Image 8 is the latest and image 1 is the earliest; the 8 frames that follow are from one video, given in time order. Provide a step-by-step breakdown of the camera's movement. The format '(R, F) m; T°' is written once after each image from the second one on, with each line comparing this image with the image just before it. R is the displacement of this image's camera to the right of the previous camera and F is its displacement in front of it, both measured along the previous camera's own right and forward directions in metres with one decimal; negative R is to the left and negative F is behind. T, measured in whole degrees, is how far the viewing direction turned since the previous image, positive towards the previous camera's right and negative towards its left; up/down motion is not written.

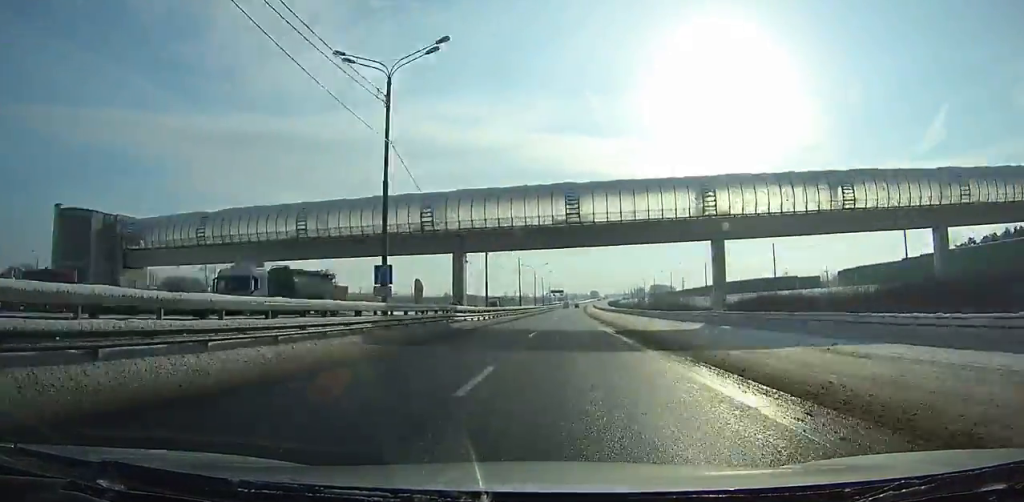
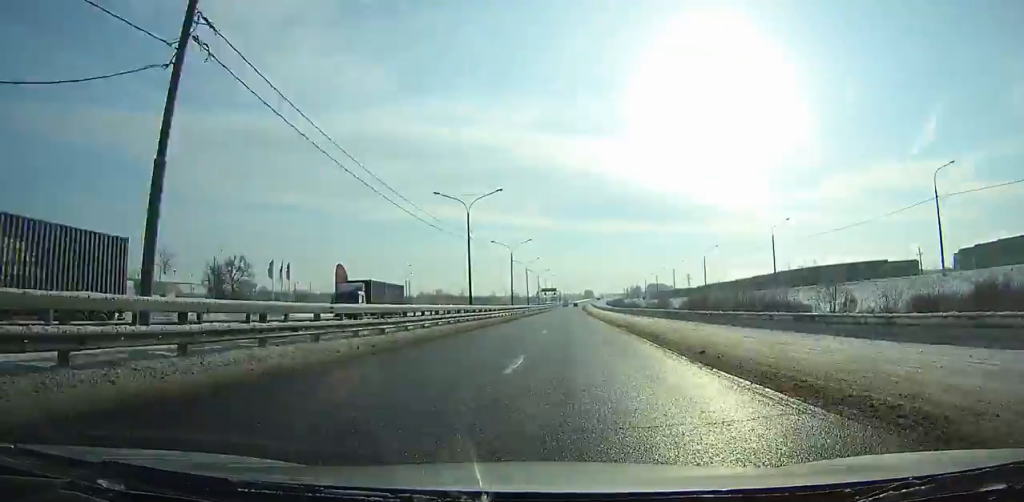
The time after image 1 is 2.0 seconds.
(+0.1, +51.4) m; 0°
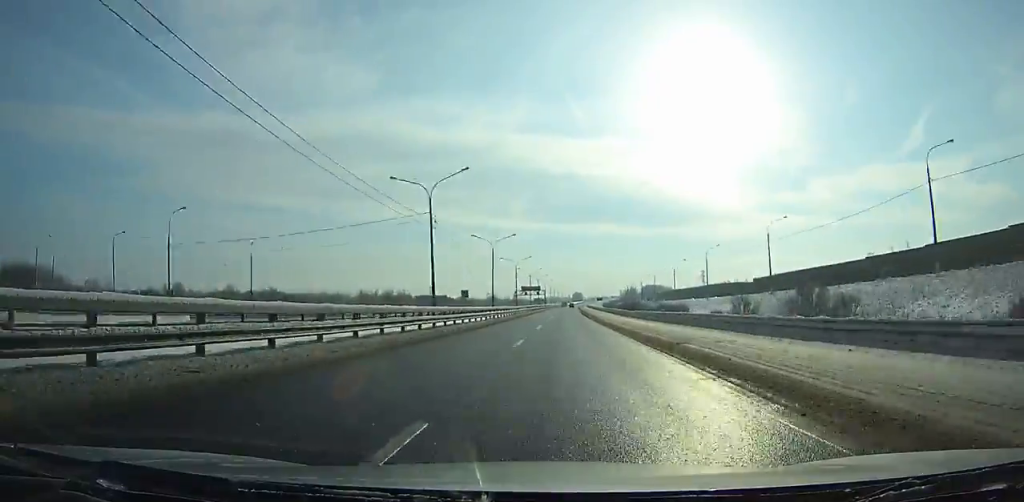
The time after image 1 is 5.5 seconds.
(+0.8, +90.8) m; +1°
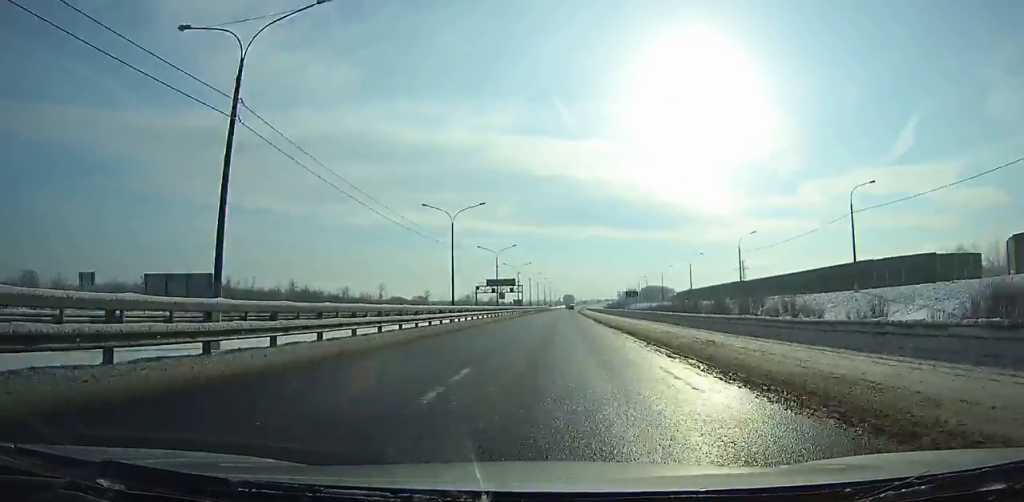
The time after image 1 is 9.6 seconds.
(+0.9, +107.7) m; +1°
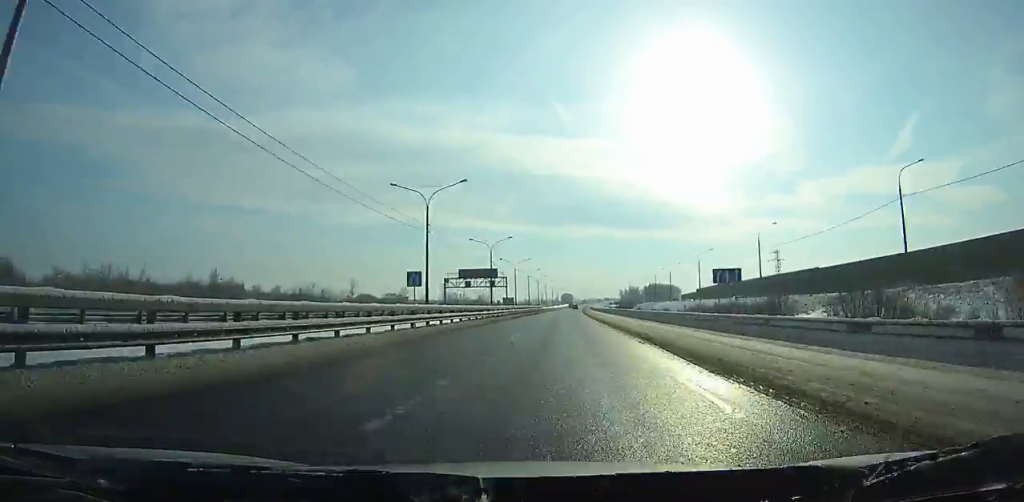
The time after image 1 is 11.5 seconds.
(0.0, +50.0) m; +1°
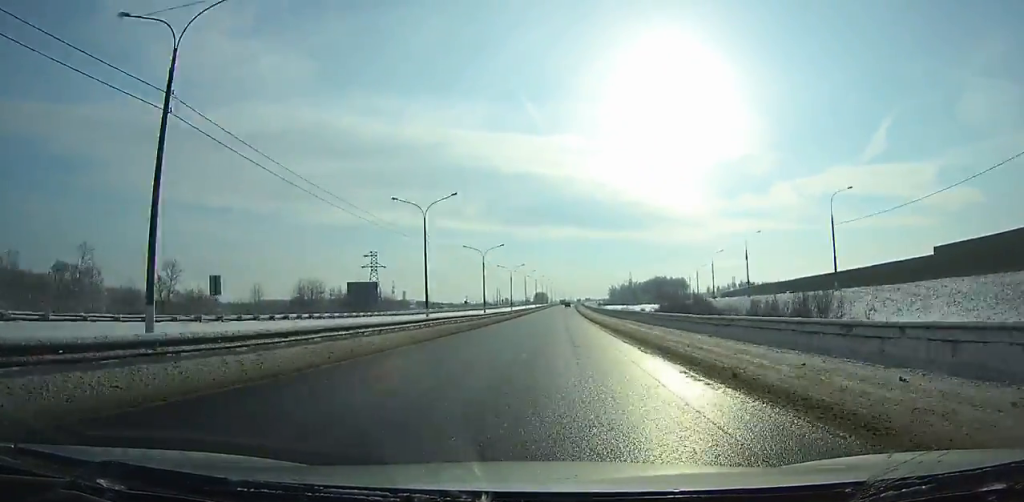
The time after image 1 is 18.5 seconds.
(+4.3, +183.8) m; +2°
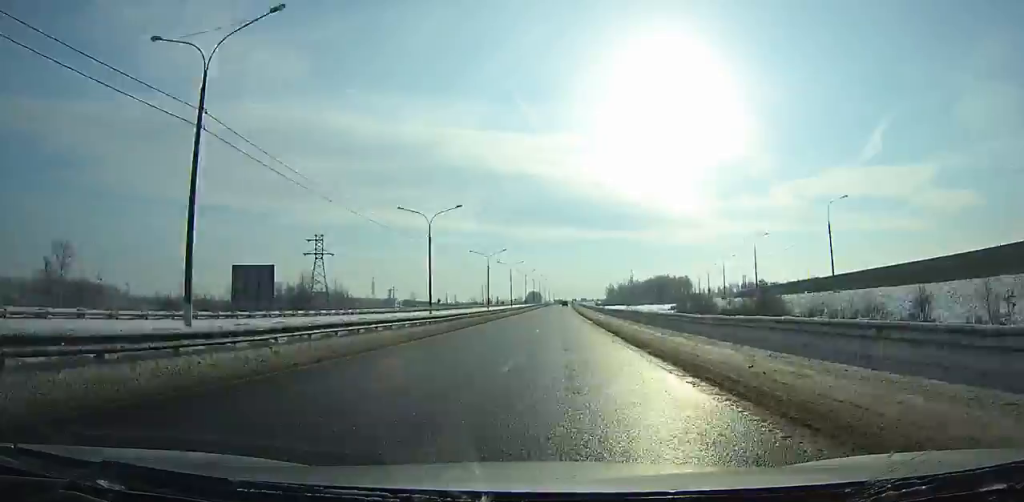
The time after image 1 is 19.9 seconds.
(0.0, +36.6) m; 0°
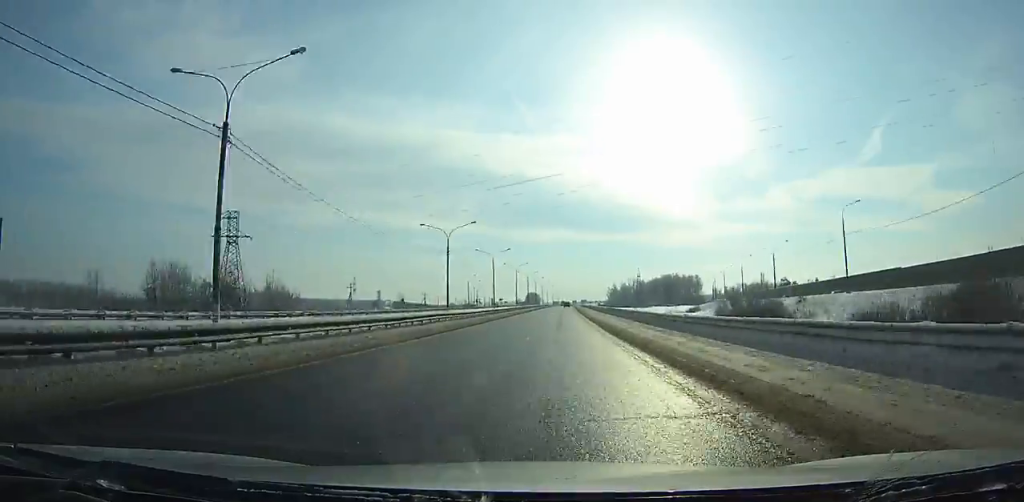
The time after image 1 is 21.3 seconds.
(+0.1, +36.6) m; 0°
